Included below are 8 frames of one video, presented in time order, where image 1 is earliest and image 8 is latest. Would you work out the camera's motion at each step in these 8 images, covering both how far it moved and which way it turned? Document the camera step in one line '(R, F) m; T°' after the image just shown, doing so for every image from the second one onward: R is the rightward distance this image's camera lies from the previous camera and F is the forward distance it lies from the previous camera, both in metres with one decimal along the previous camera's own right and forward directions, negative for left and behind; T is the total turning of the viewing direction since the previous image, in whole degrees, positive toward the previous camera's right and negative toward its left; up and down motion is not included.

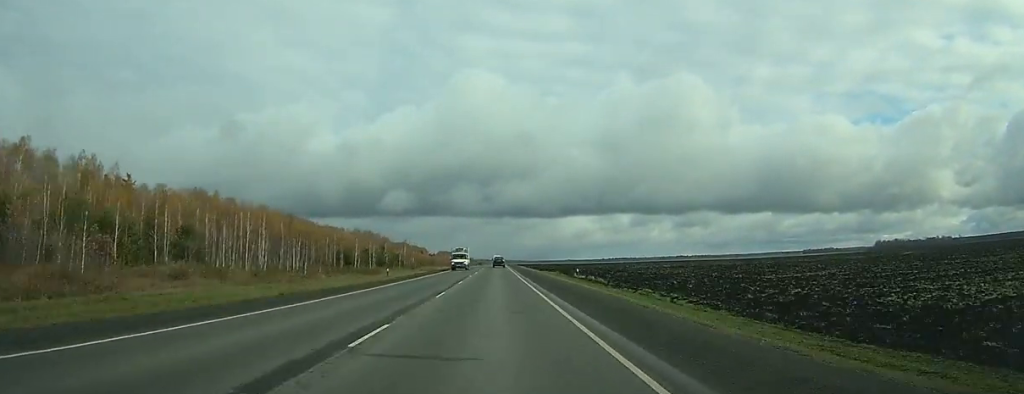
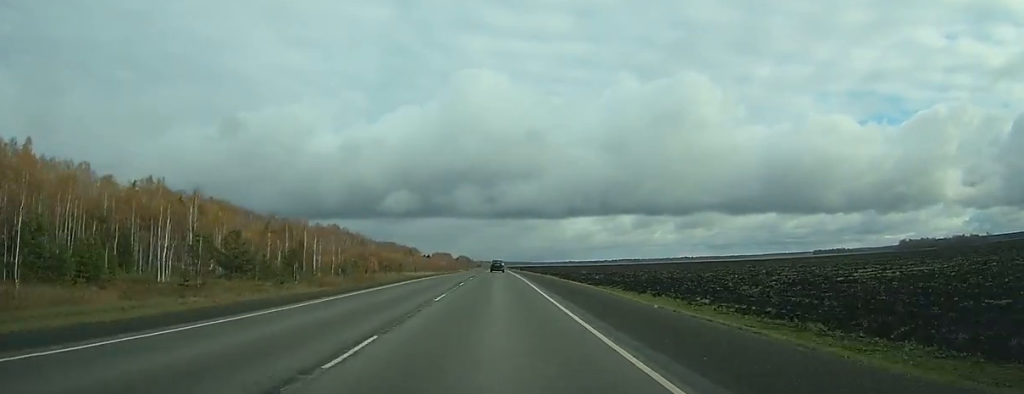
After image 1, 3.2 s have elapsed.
(-0.1, +87.8) m; -1°
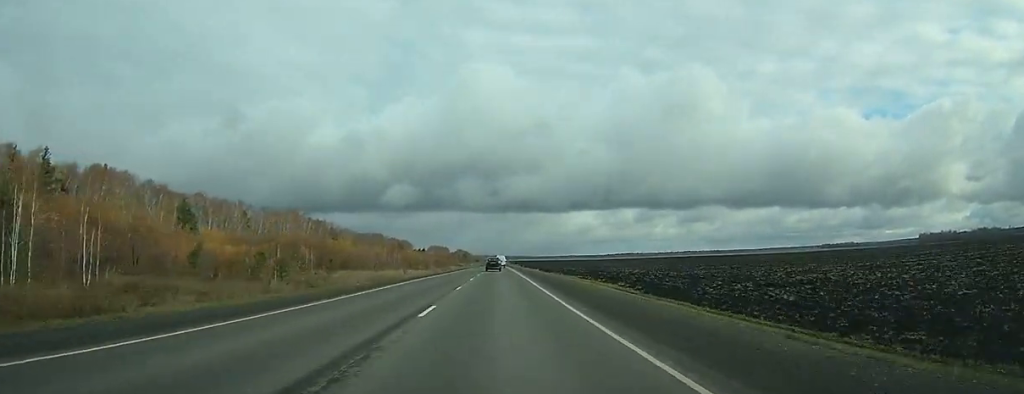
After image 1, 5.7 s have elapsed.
(-0.5, +66.8) m; 0°
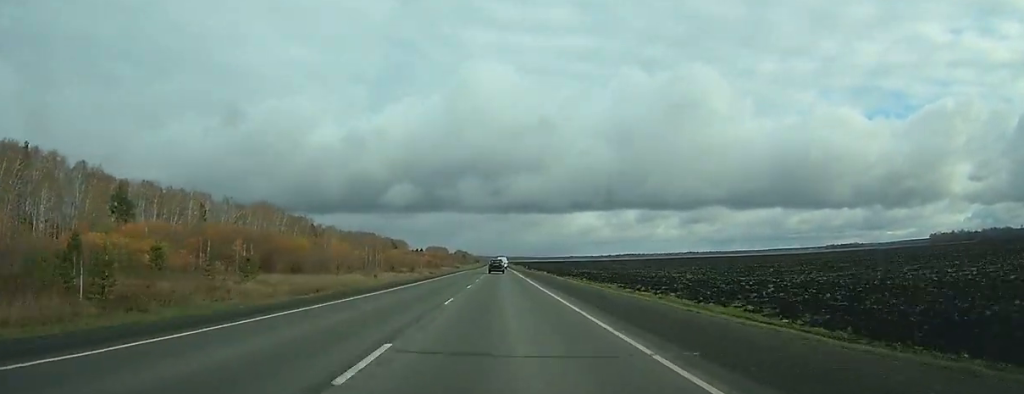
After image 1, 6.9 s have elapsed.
(0.0, +31.3) m; 0°
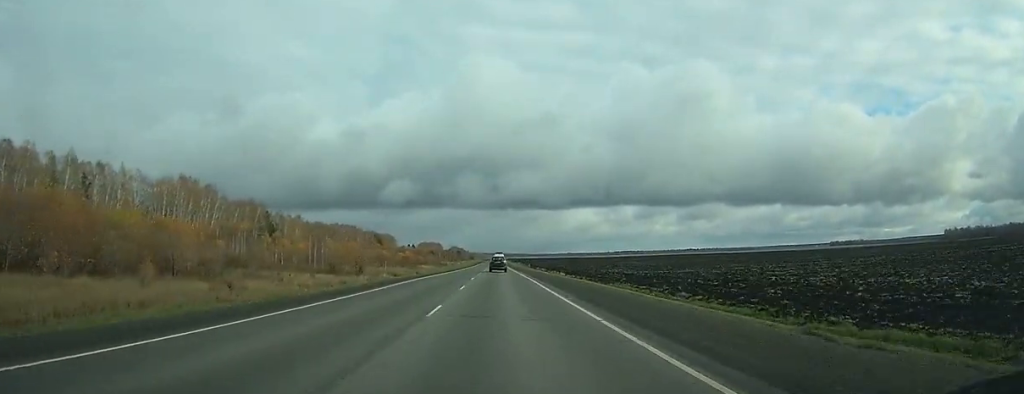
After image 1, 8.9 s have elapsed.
(+0.2, +50.5) m; +1°
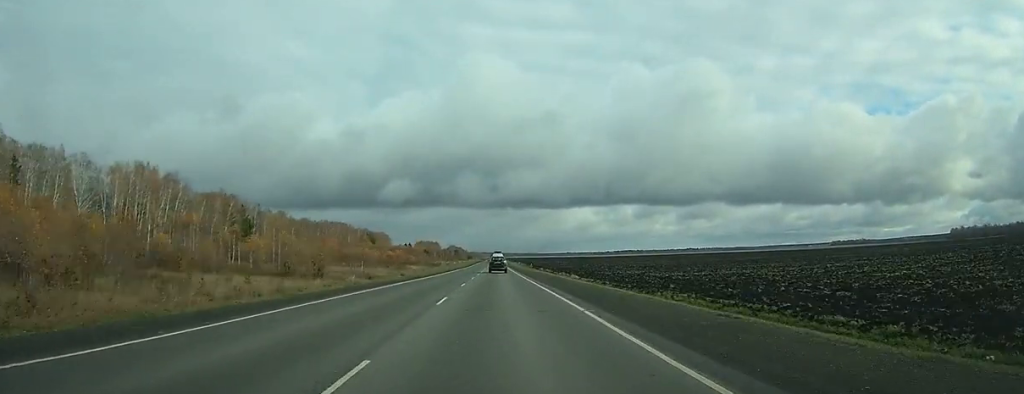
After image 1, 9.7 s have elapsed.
(+0.1, +19.9) m; 0°
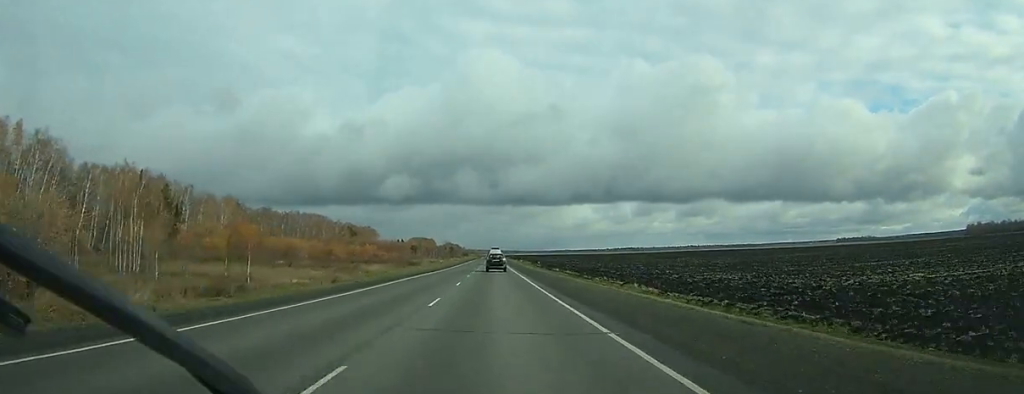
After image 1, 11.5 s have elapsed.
(+0.1, +48.5) m; 0°
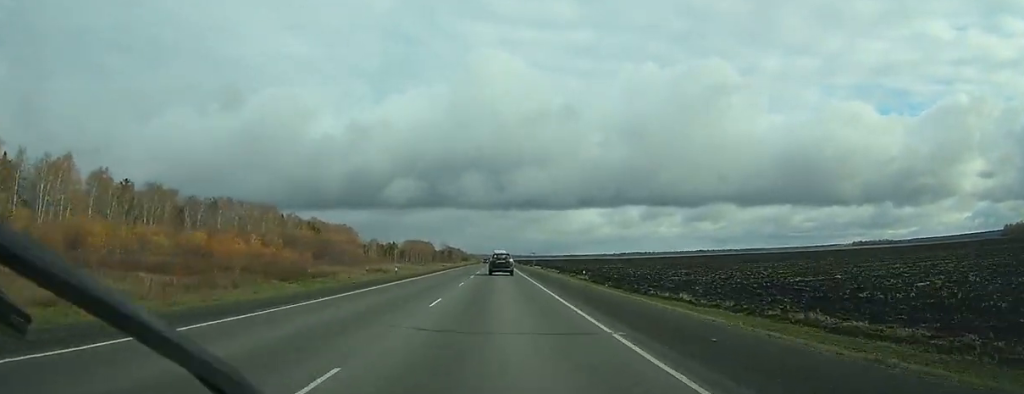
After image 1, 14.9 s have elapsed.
(-0.4, +87.2) m; -1°
